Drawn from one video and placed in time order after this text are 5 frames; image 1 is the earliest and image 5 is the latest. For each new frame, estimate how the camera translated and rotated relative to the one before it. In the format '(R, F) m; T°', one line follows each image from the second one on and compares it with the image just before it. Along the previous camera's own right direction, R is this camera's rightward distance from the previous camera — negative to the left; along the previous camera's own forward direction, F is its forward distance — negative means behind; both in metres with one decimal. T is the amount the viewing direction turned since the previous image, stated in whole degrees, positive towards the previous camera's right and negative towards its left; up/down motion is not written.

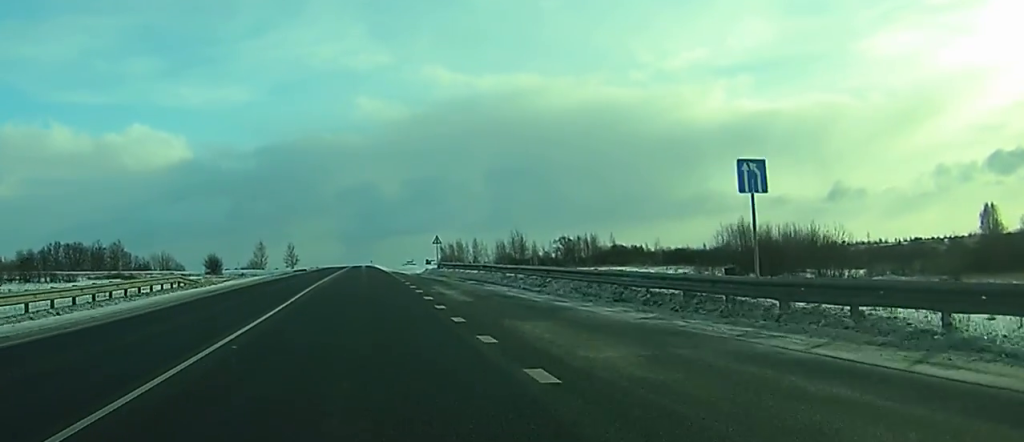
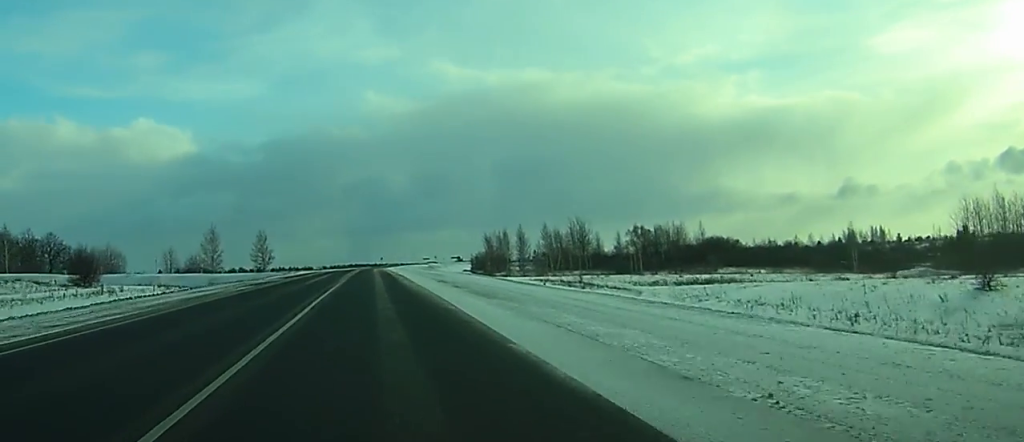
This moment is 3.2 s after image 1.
(+0.9, +100.9) m; 0°
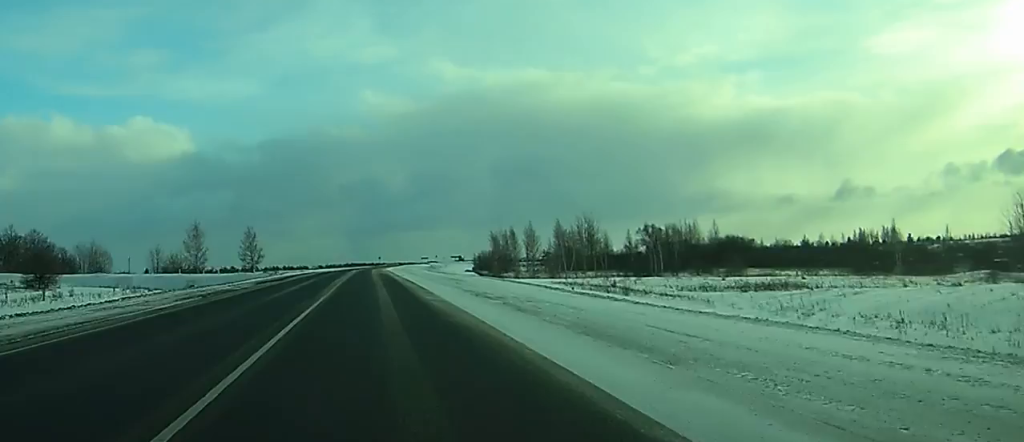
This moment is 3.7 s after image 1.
(0.0, +14.5) m; 0°
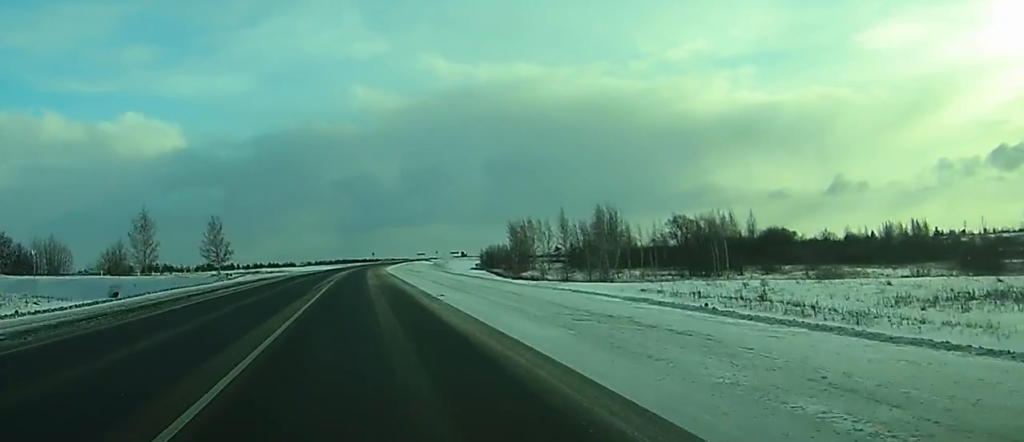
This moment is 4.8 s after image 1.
(0.0, +34.2) m; 0°
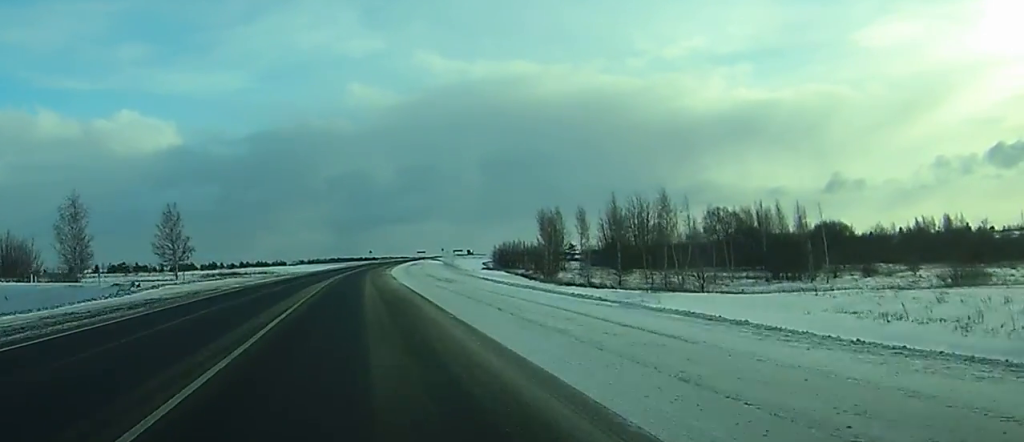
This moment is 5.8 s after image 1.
(+0.1, +31.2) m; 0°
